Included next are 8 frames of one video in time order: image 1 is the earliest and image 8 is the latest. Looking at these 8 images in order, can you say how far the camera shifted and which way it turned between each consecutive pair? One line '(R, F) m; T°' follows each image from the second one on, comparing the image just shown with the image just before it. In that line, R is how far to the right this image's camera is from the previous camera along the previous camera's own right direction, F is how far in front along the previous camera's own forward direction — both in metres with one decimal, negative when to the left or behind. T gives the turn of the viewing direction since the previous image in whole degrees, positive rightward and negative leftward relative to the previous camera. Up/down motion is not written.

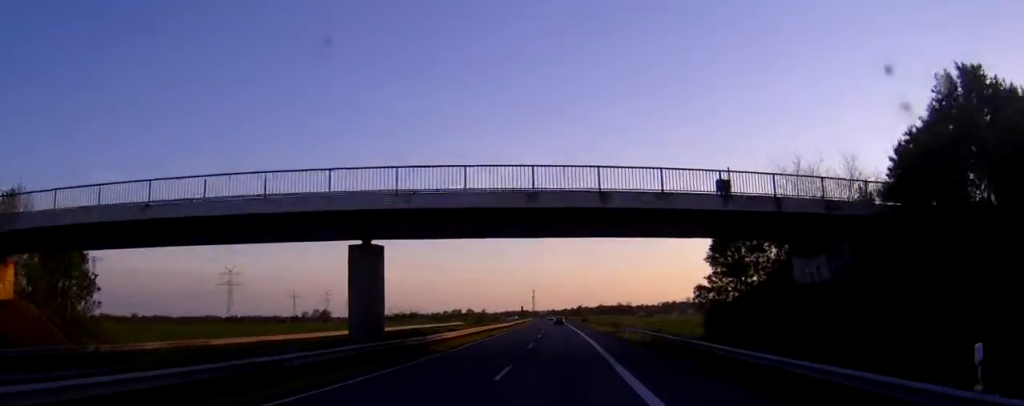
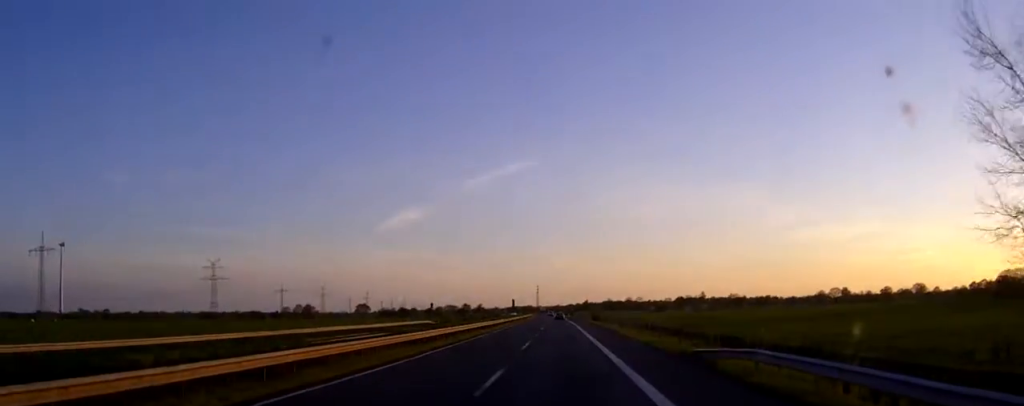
(0.0, +39.7) m; 0°
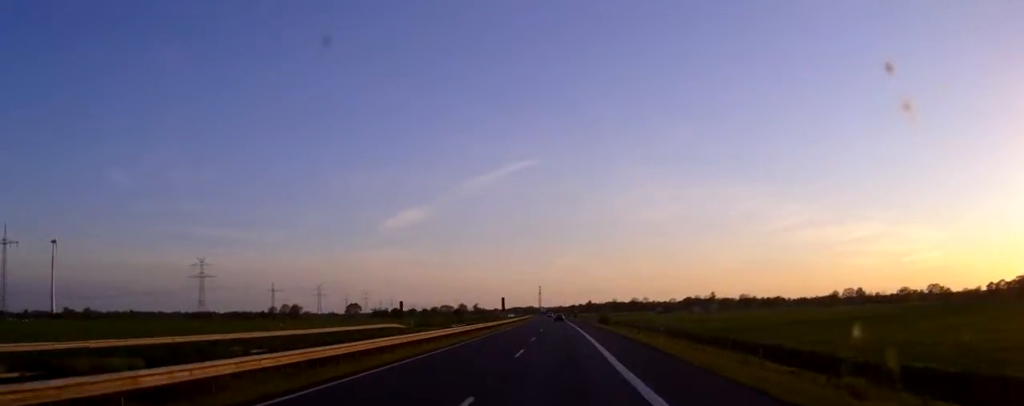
(-0.1, +25.2) m; 0°
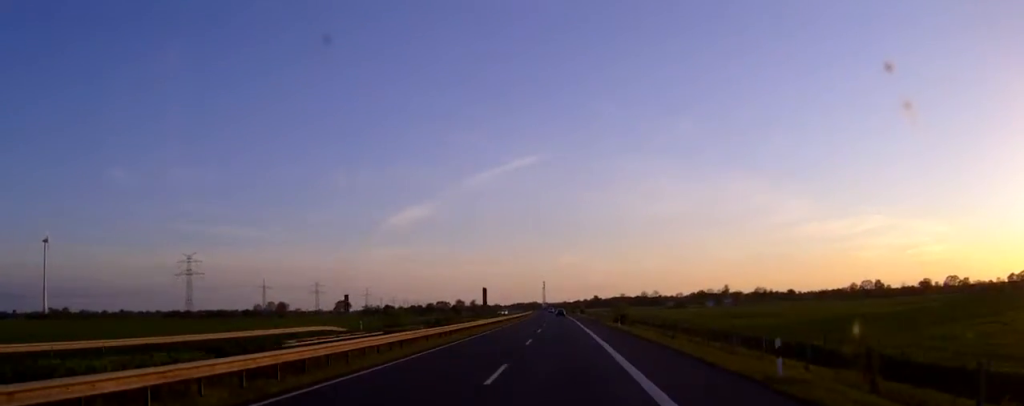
(0.0, +27.1) m; 0°
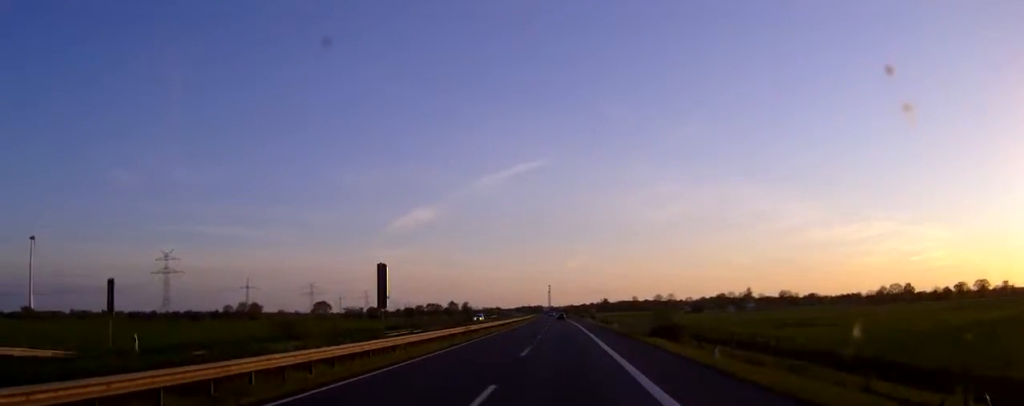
(-0.2, +41.6) m; -1°
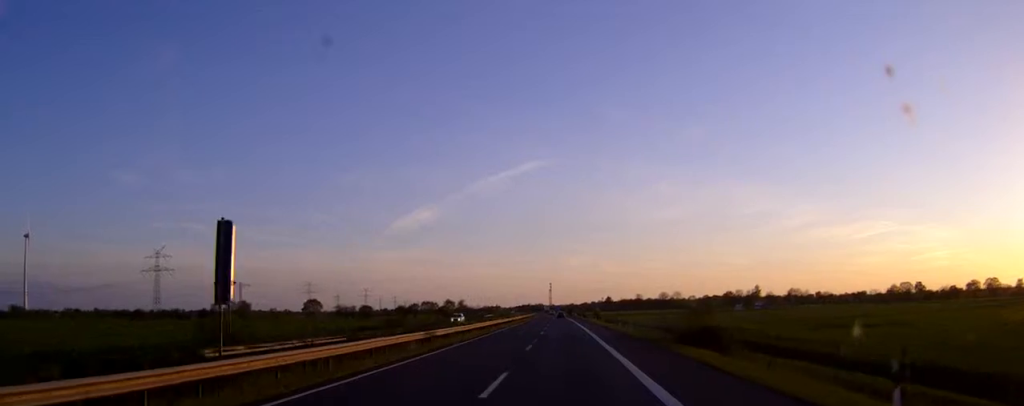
(0.0, +14.6) m; 0°
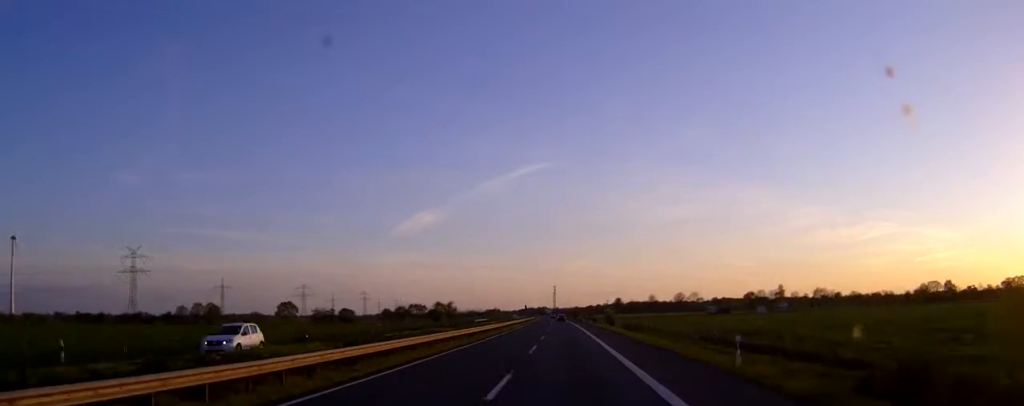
(-0.1, +35.9) m; 0°
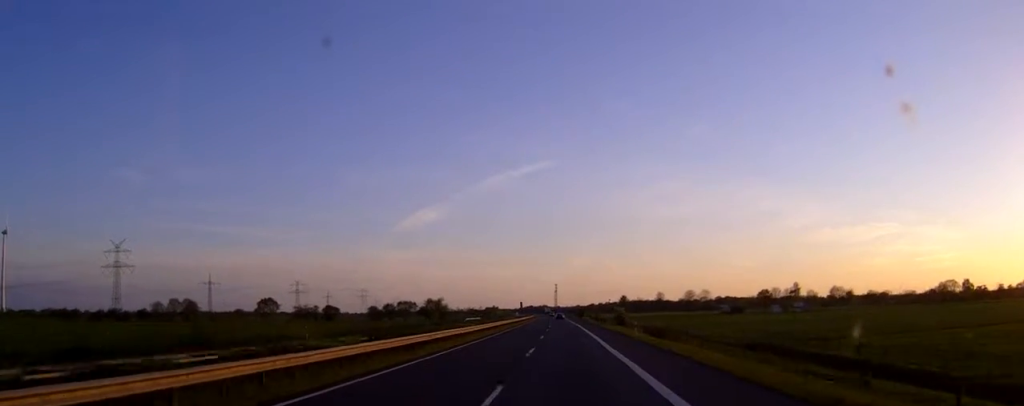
(0.0, +21.3) m; 0°
